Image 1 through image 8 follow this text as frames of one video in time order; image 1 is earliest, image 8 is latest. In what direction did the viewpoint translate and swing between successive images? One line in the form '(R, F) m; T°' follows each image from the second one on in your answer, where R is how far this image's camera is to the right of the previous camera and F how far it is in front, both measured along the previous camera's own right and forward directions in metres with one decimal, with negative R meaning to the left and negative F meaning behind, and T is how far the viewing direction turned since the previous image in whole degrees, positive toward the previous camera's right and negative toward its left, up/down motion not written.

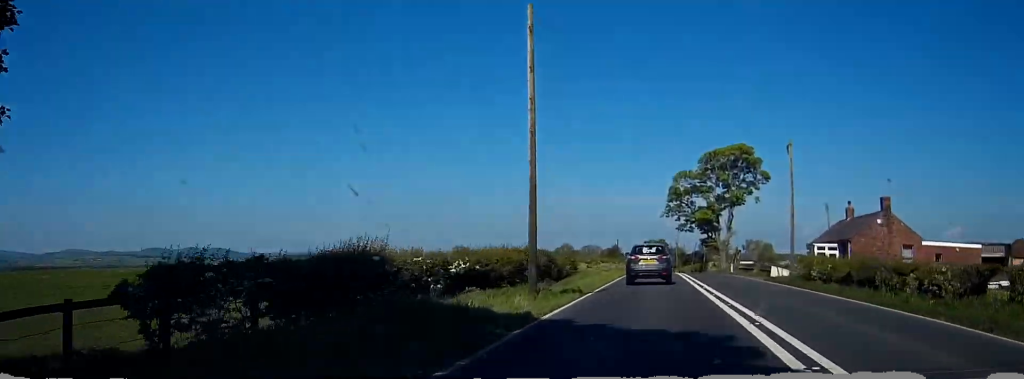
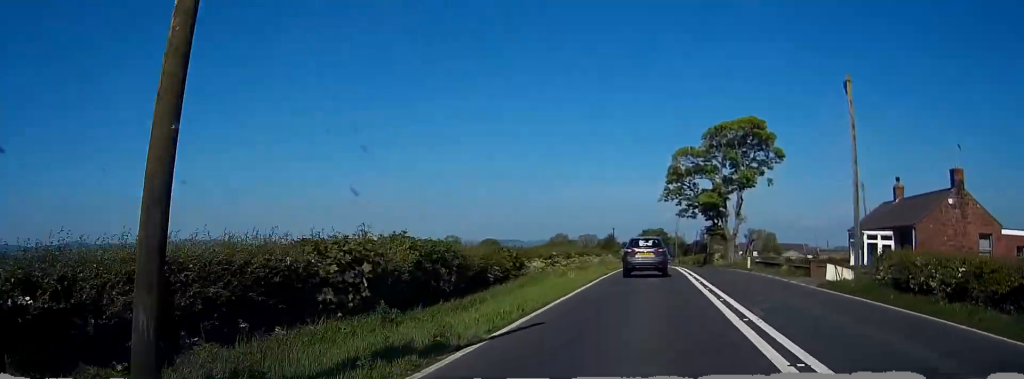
(+0.1, +13.0) m; 0°
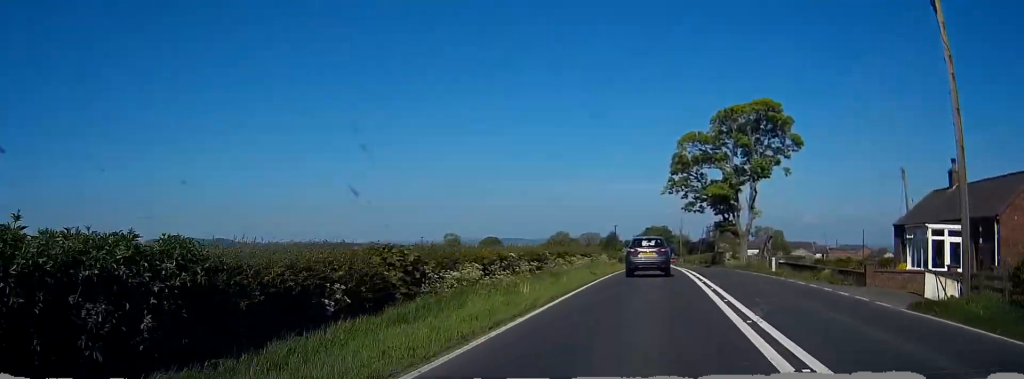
(0.0, +9.2) m; 0°
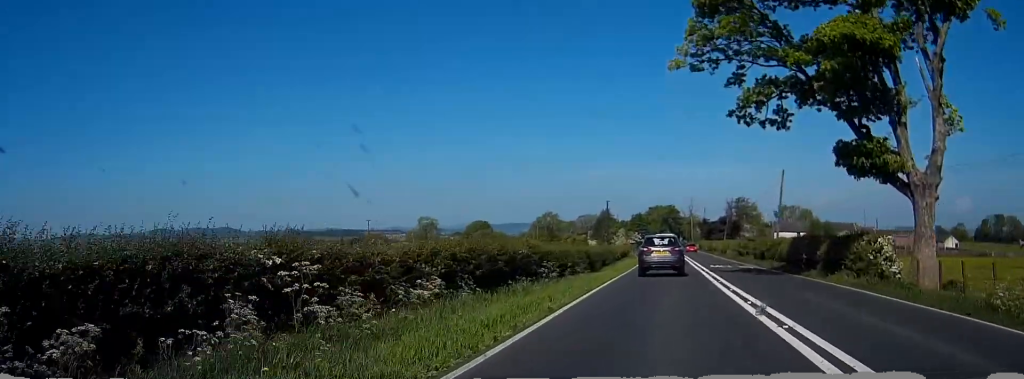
(-0.8, +49.4) m; -1°
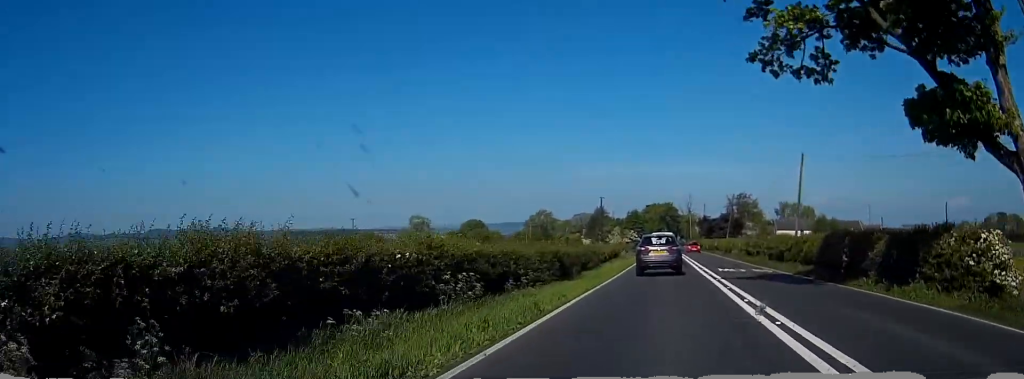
(0.0, +8.5) m; 0°
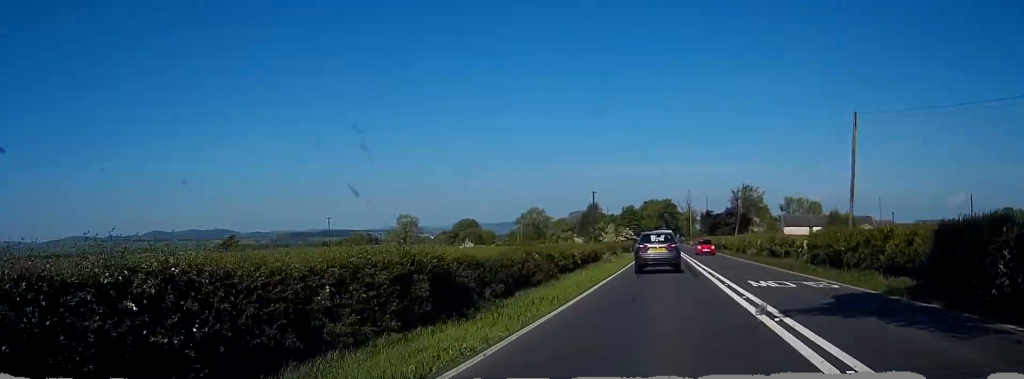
(0.0, +13.4) m; 0°
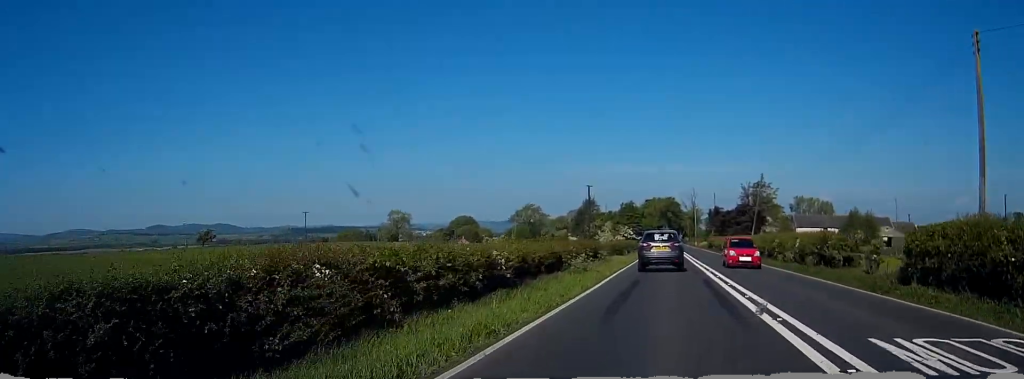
(0.0, +13.4) m; 0°
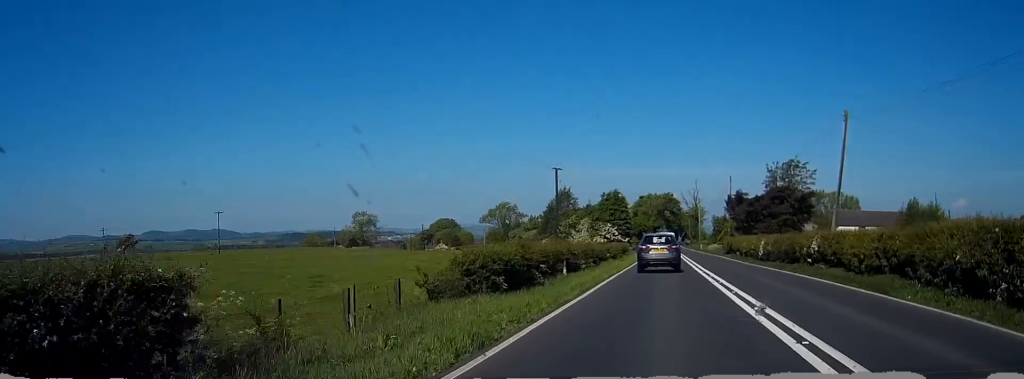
(-0.1, +33.5) m; 0°
